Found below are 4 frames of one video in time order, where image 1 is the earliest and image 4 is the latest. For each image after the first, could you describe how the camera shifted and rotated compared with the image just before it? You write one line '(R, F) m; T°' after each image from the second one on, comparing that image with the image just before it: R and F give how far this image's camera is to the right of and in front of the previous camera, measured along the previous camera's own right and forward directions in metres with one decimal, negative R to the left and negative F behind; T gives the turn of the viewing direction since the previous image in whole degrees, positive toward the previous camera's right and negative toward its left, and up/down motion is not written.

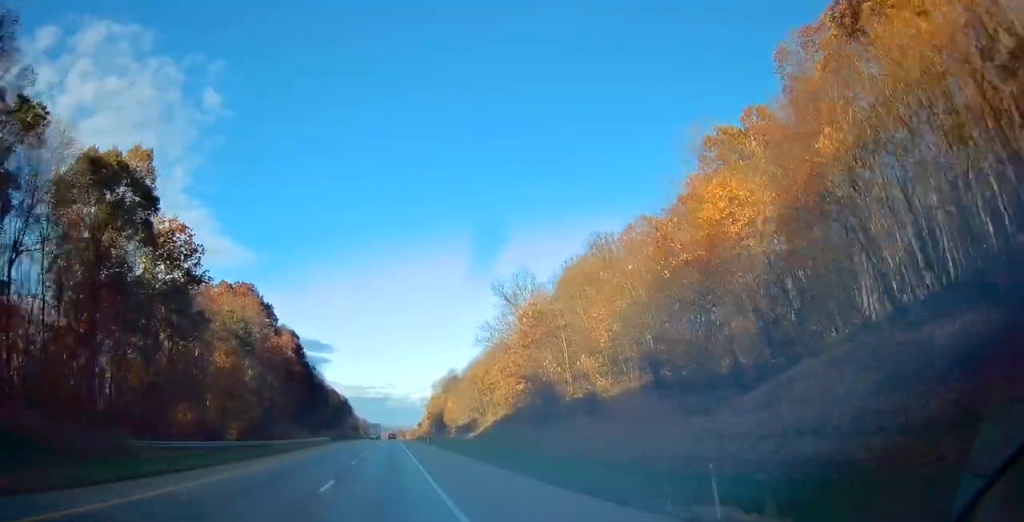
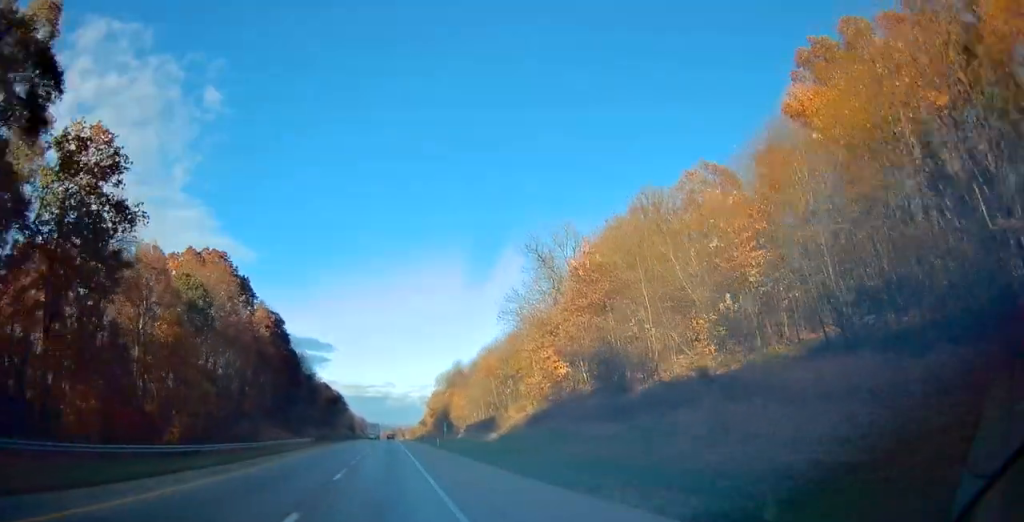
(0.0, +20.3) m; 0°
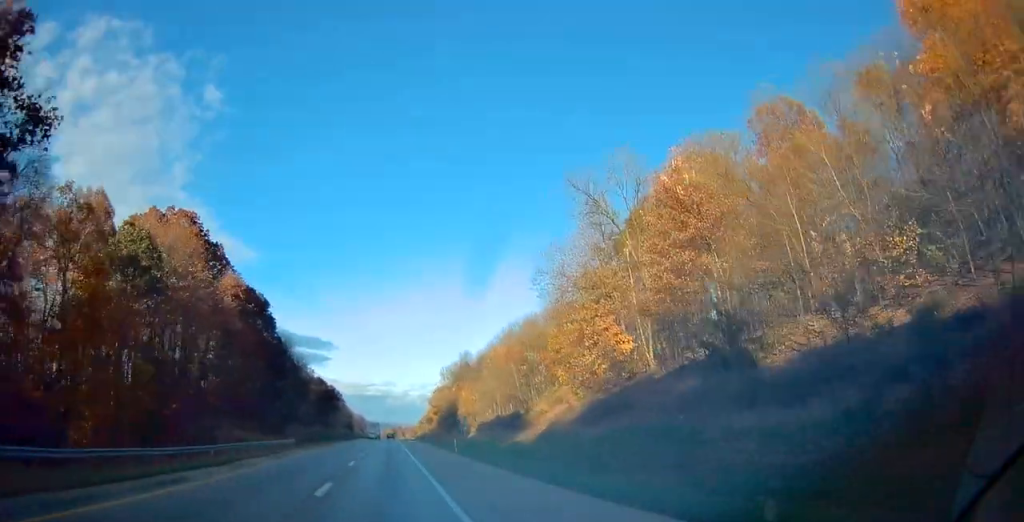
(0.0, +17.2) m; 0°
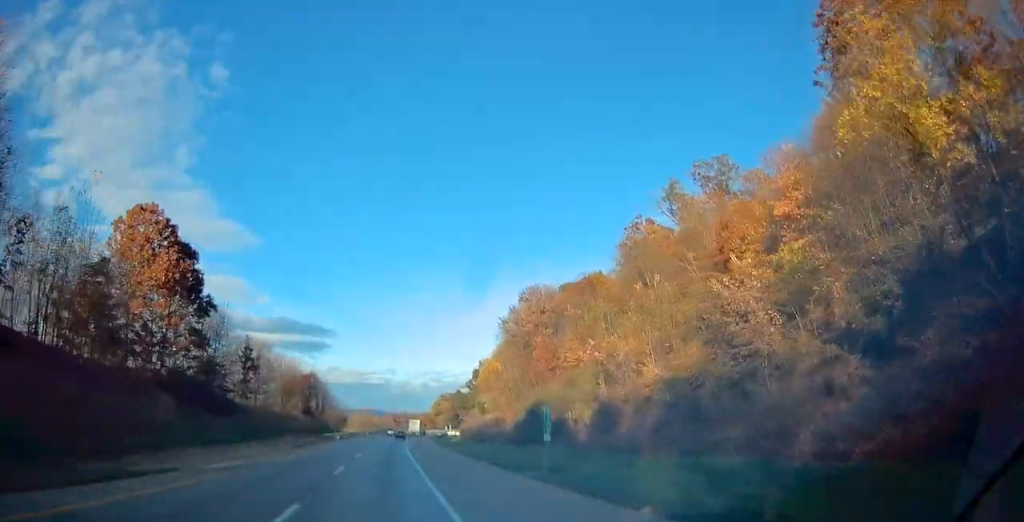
(+0.2, +188.9) m; 0°
